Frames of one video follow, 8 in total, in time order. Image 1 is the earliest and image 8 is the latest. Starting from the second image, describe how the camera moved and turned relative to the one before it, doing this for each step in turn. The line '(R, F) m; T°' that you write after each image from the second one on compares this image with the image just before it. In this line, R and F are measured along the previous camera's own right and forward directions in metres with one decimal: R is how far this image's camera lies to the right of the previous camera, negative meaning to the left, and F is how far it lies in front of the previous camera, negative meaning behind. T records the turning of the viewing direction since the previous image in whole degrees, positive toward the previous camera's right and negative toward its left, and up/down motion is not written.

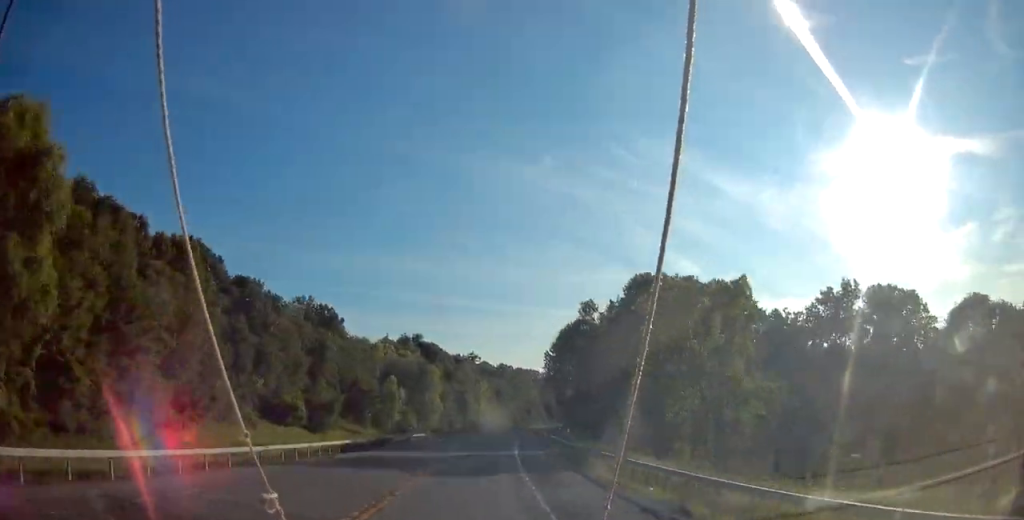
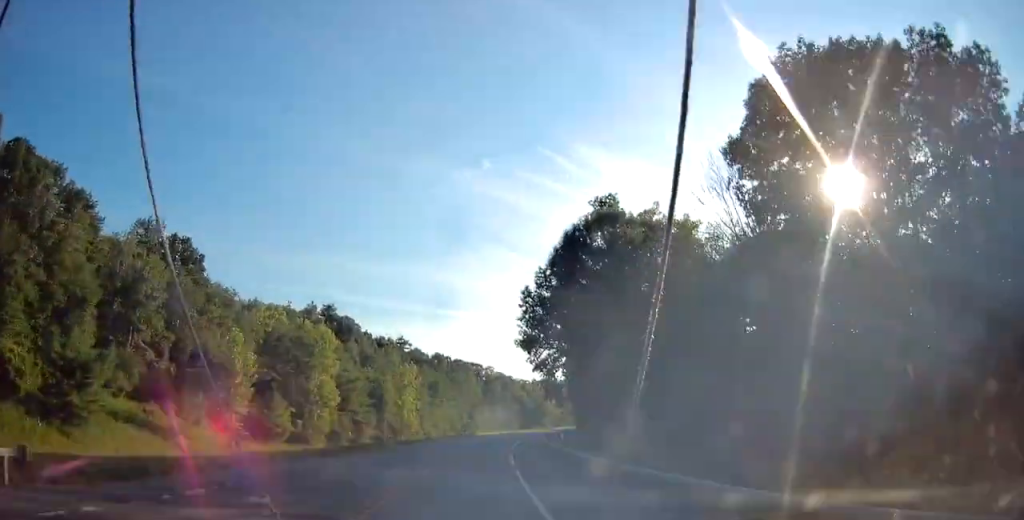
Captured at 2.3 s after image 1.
(+2.2, +55.4) m; +5°
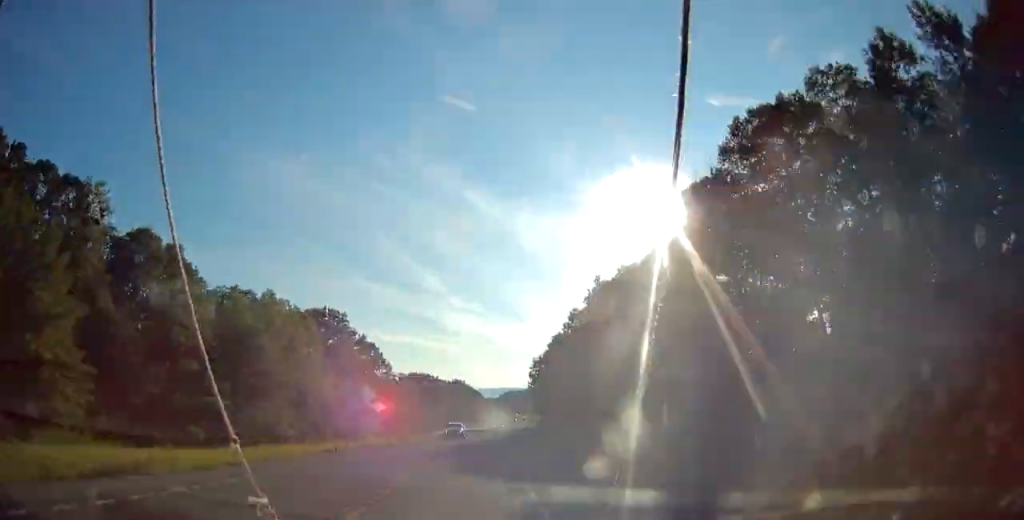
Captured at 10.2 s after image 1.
(+34.6, +192.7) m; +20°
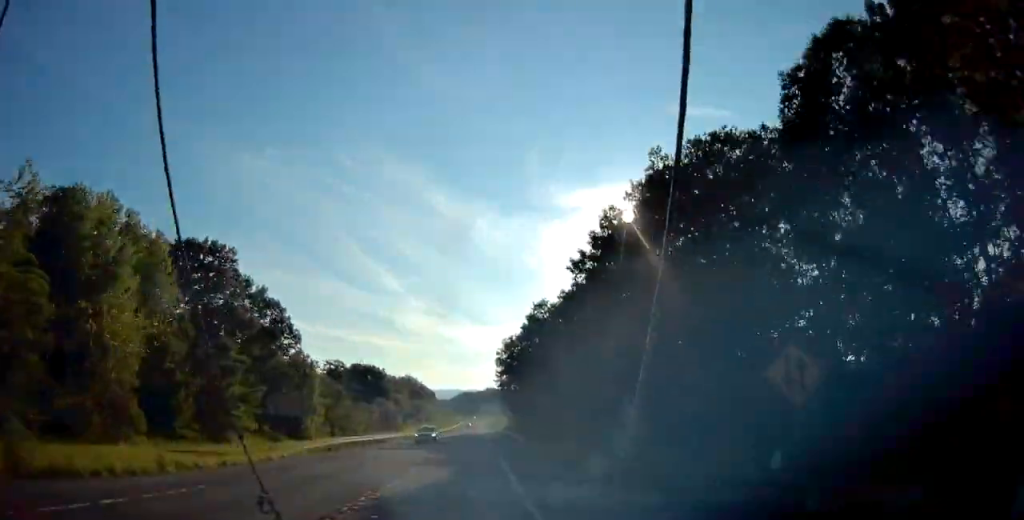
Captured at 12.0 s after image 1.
(+2.2, +45.0) m; +3°
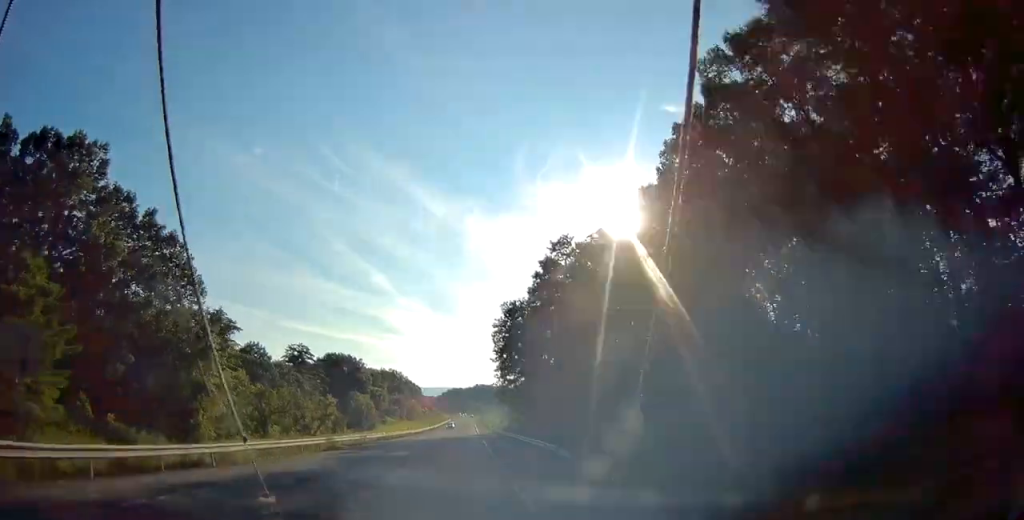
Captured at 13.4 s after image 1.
(+0.8, +35.0) m; +2°
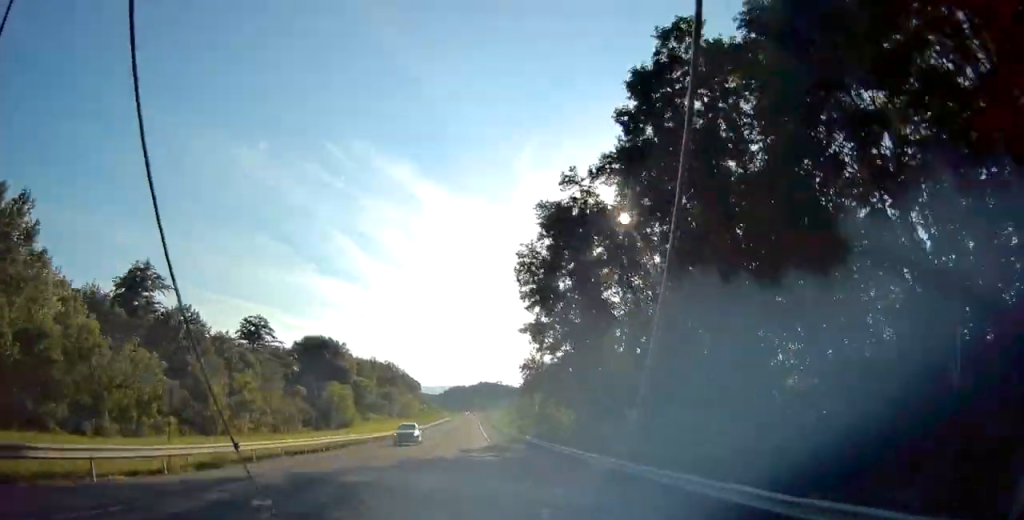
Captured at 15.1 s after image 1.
(+0.5, +42.2) m; +1°
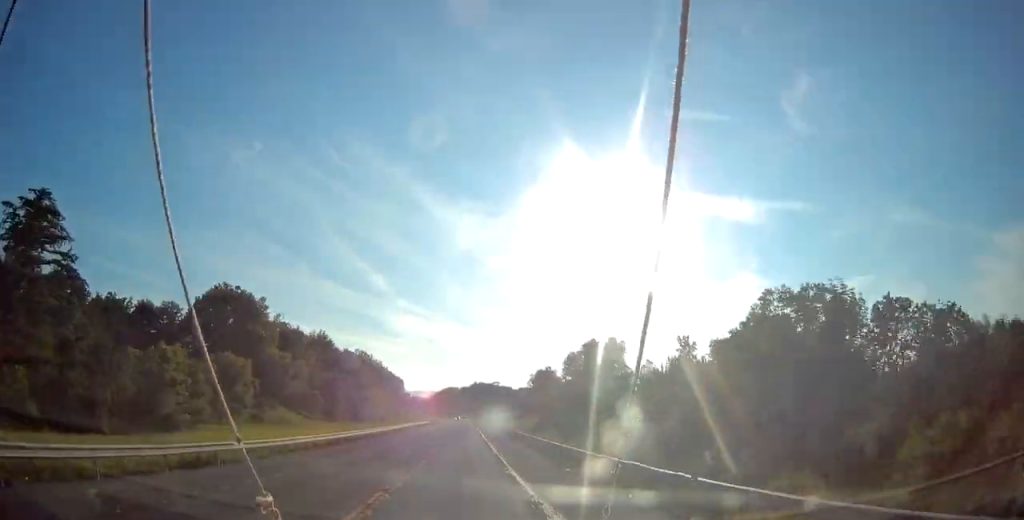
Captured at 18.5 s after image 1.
(+0.9, +84.4) m; +1°
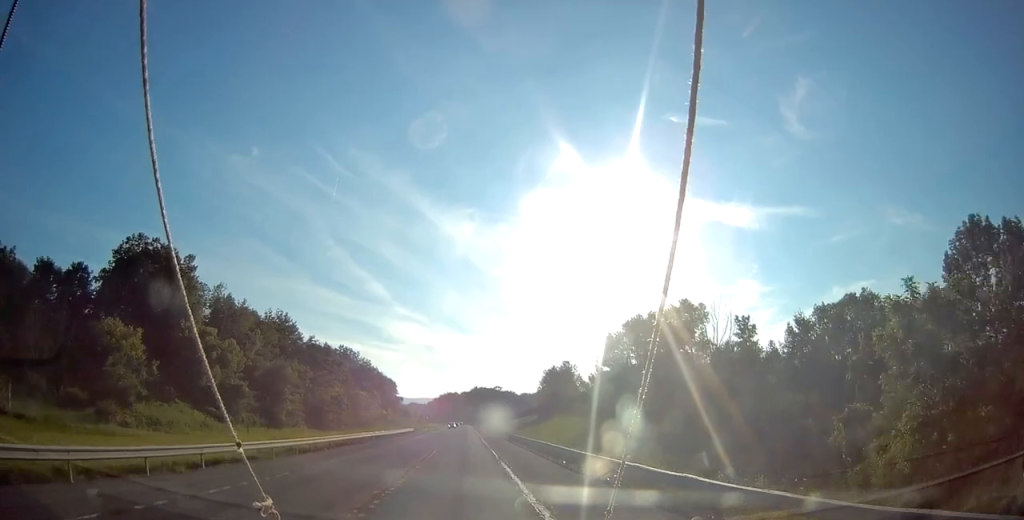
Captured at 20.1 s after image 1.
(+0.1, +39.6) m; 0°
